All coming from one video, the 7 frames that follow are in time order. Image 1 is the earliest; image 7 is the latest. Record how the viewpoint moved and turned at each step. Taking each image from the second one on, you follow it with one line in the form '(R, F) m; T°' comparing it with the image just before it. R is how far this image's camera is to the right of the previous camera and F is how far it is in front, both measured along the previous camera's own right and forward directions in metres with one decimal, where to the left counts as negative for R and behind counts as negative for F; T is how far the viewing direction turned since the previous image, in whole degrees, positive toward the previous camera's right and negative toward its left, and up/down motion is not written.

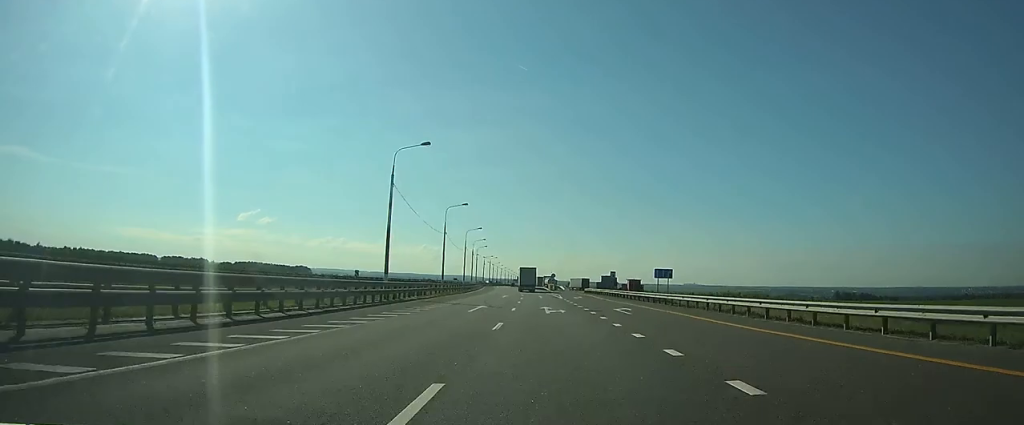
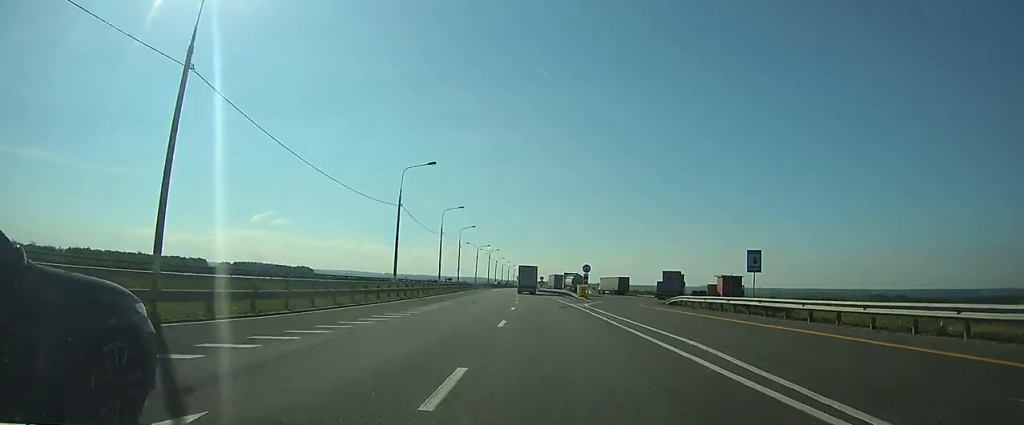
(-0.7, +58.4) m; -1°
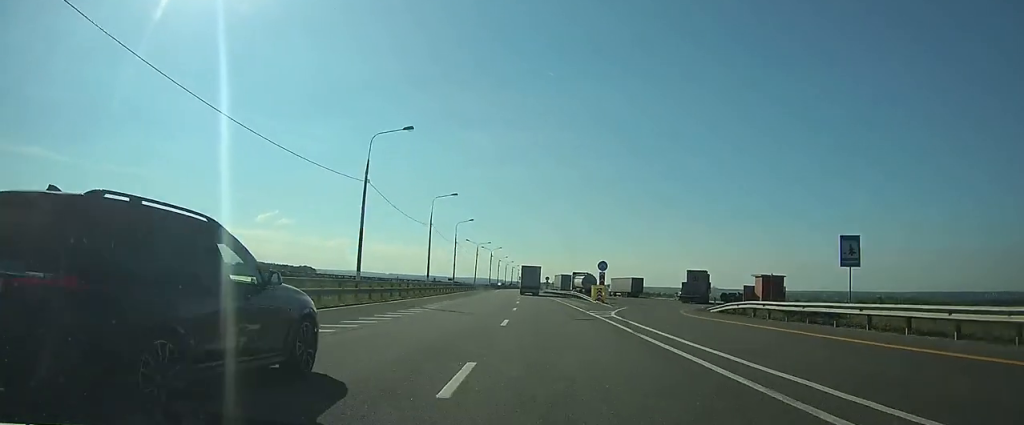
(-0.1, +11.2) m; 0°
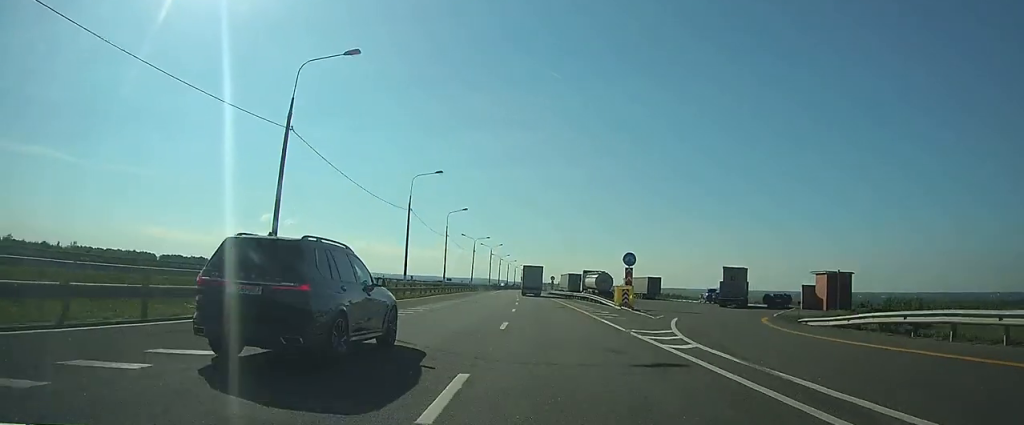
(0.0, +13.0) m; 0°
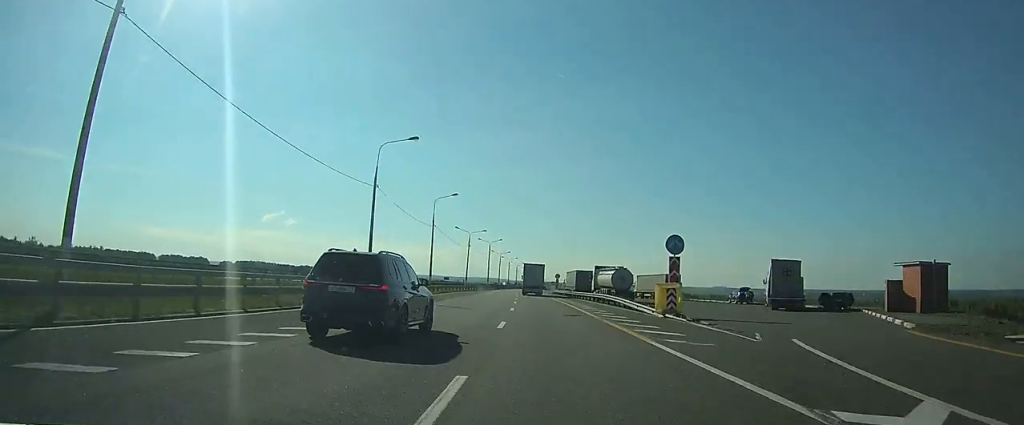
(-0.1, +12.2) m; 0°
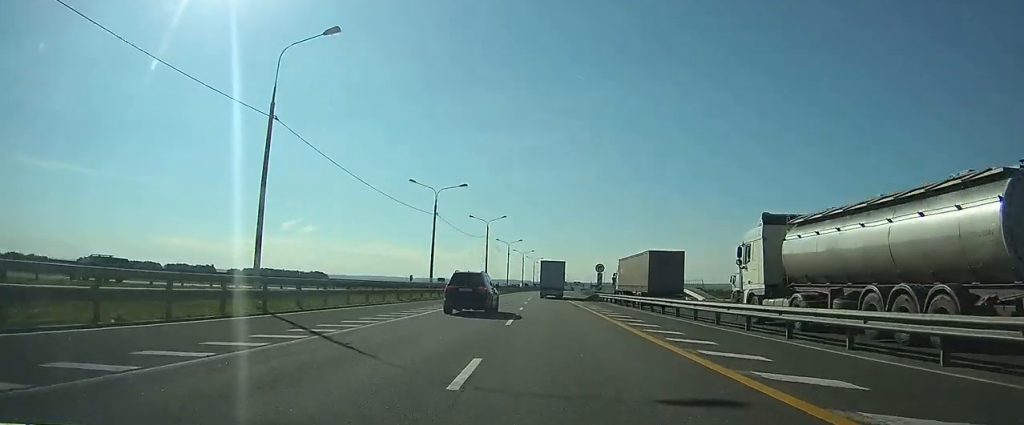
(-0.7, +45.1) m; -2°
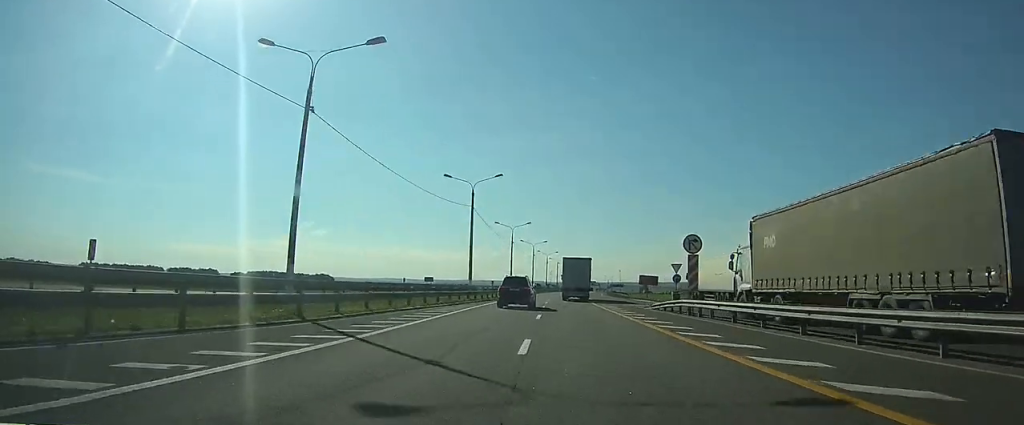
(-0.5, +31.4) m; -1°
